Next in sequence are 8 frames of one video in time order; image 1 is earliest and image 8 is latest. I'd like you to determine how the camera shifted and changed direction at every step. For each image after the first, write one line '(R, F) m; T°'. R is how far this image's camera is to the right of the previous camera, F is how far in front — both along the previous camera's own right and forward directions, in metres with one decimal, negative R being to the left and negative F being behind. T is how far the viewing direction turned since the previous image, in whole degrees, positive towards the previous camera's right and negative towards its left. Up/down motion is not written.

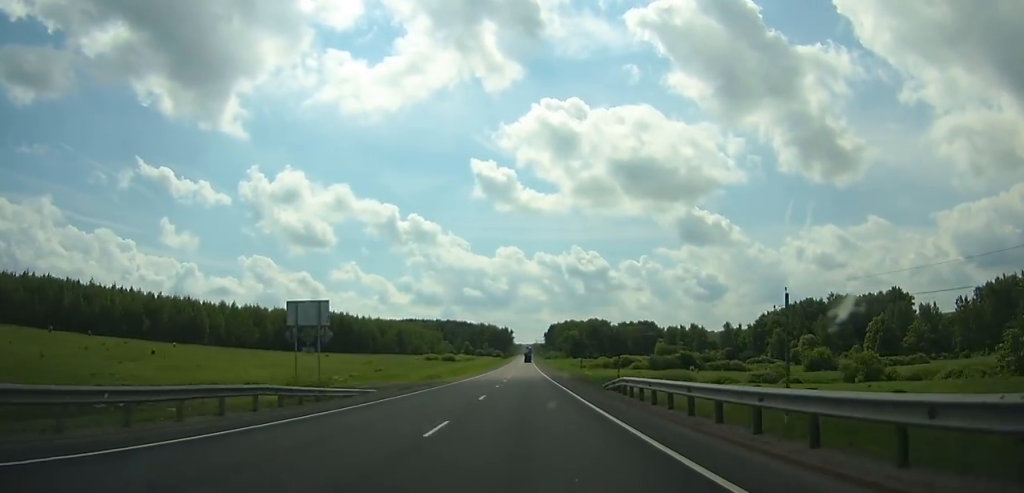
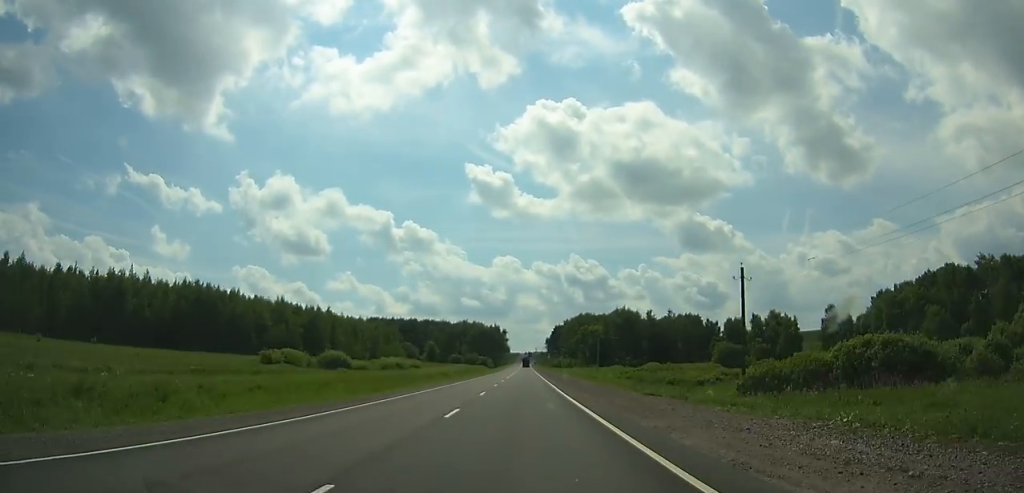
(+0.3, +112.0) m; 0°
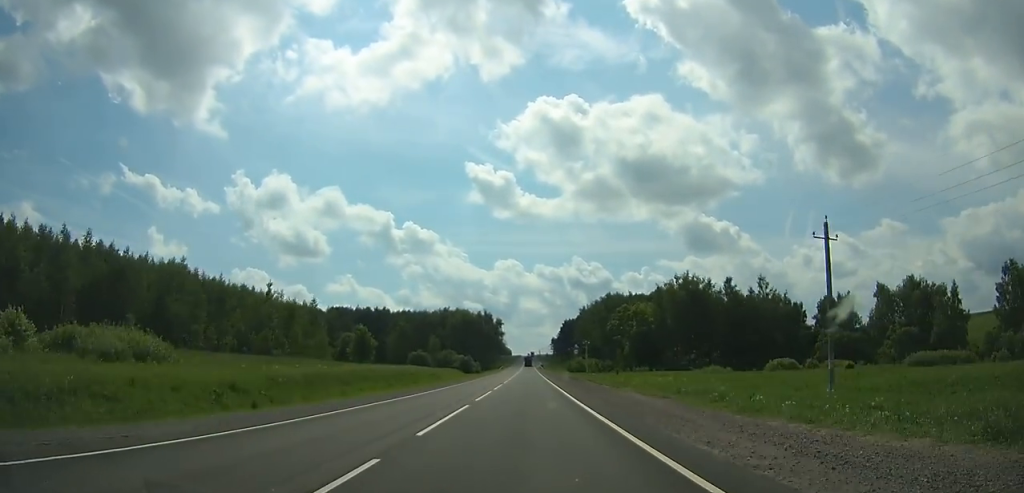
(-0.1, +84.6) m; 0°
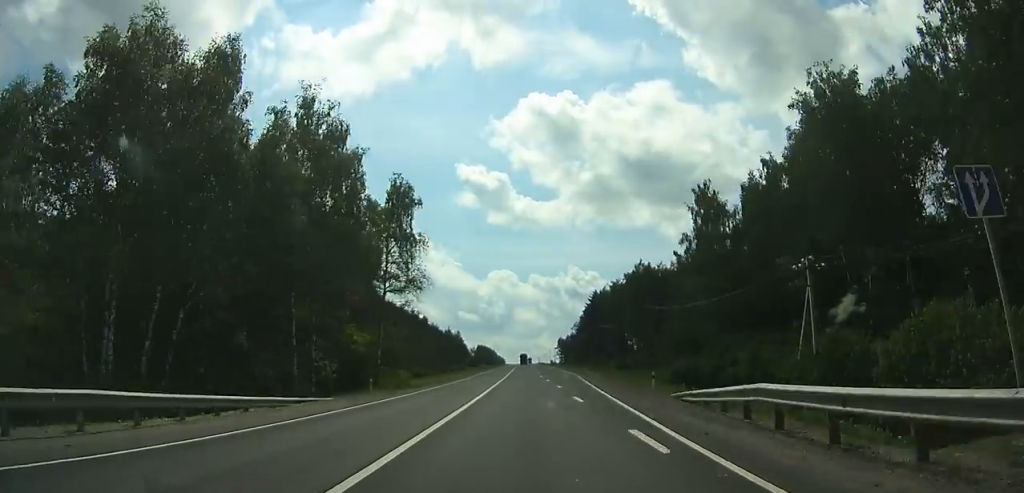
(-0.3, +161.3) m; 0°
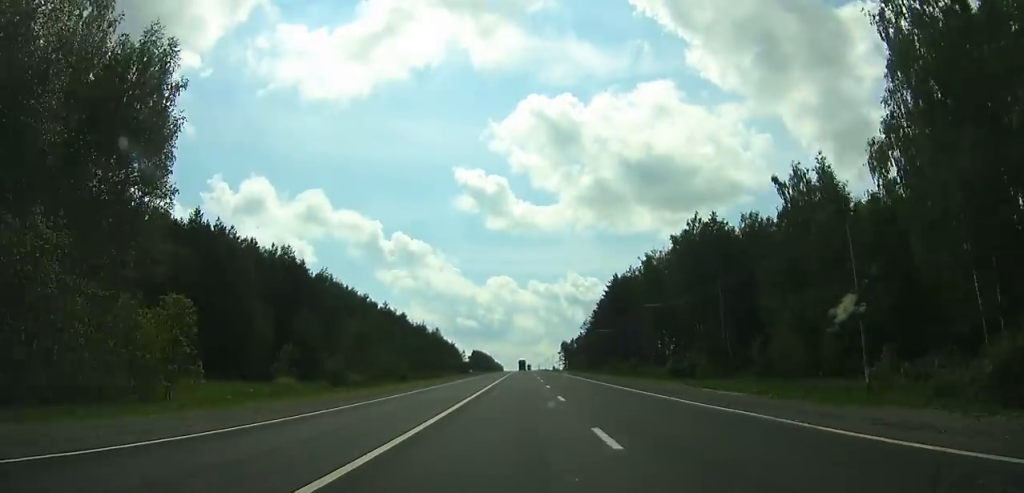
(0.0, +43.6) m; 0°
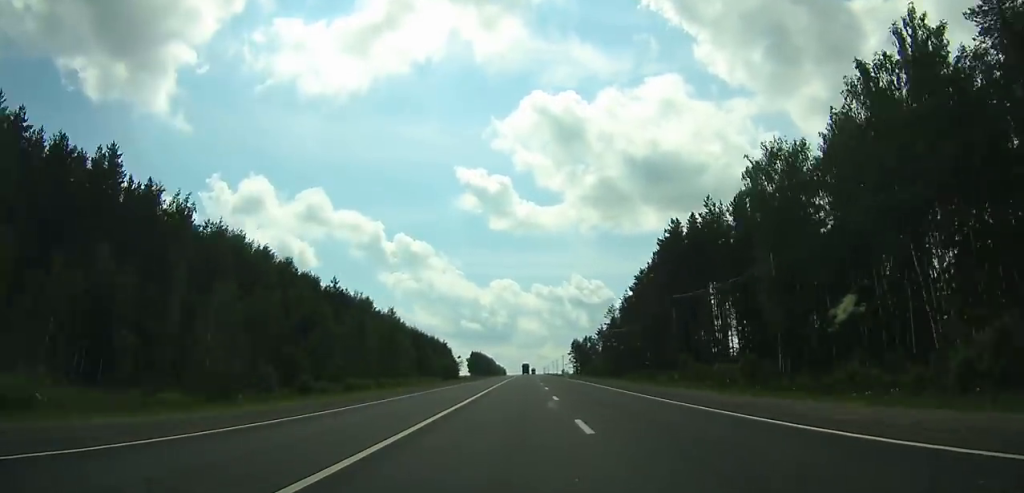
(0.0, +54.9) m; 0°
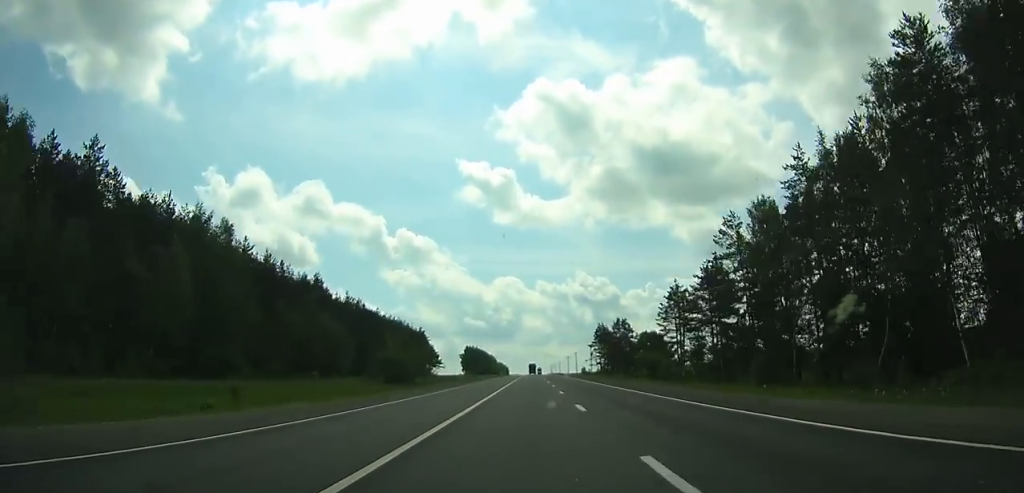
(-0.2, +91.2) m; 0°
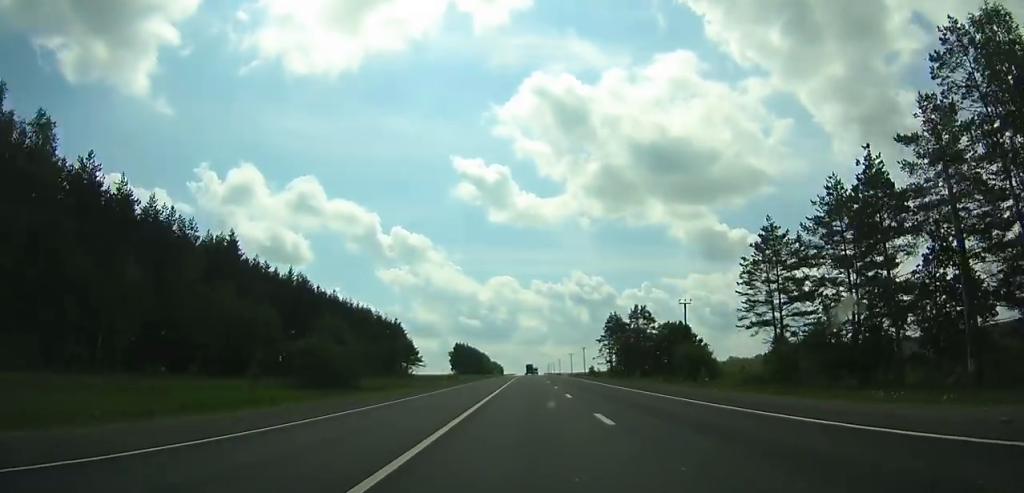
(-0.1, +43.3) m; 0°
